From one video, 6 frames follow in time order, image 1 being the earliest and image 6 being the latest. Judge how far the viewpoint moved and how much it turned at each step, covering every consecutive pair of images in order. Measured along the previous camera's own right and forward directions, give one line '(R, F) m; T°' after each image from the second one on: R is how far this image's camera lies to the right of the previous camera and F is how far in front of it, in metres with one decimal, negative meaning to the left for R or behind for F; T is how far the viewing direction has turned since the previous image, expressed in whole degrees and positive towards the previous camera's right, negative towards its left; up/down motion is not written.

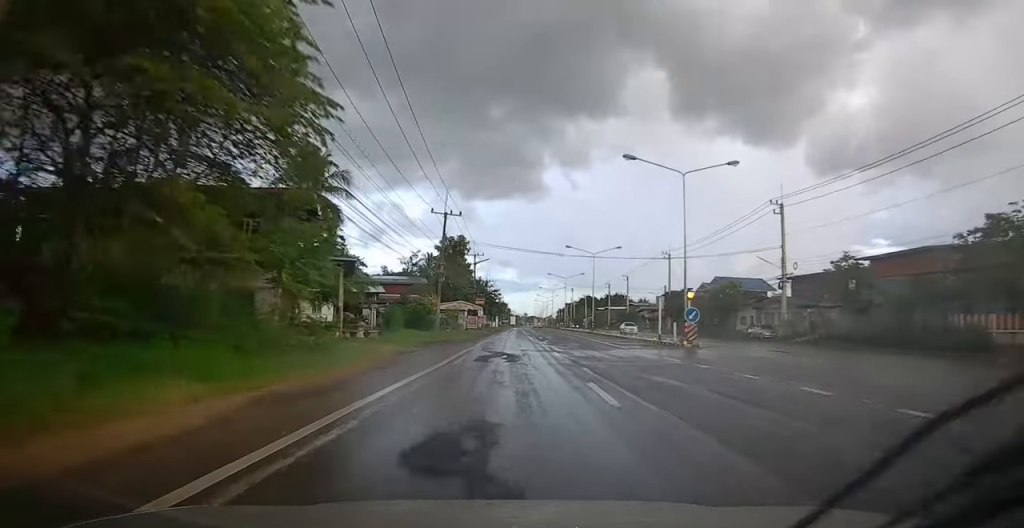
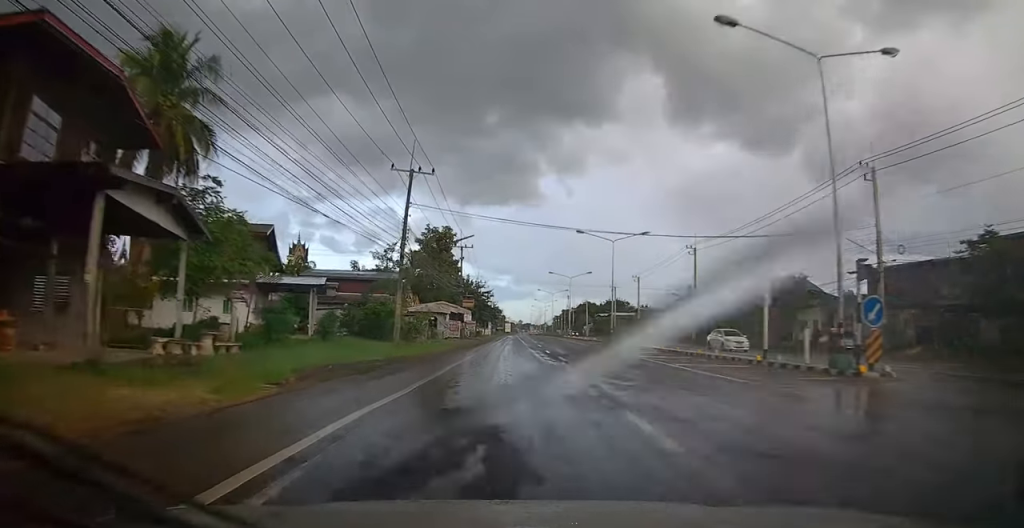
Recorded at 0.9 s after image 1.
(-0.1, +14.8) m; +2°
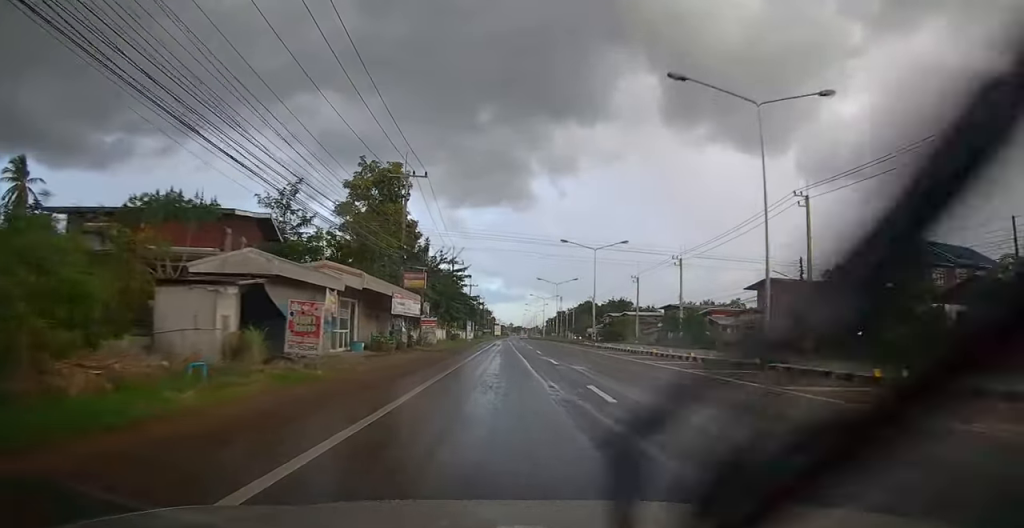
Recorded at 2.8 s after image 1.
(+0.5, +31.8) m; 0°
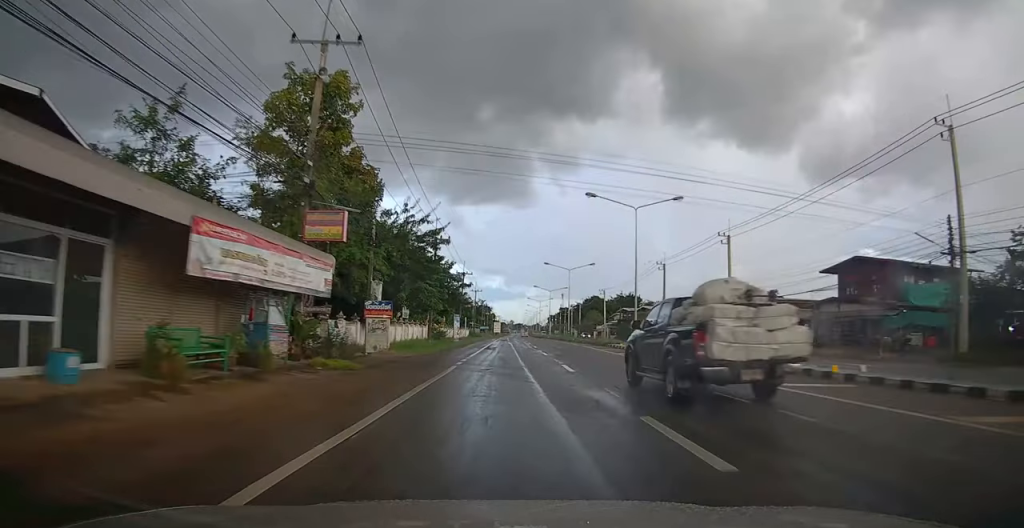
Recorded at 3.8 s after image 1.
(+0.1, +16.8) m; +2°
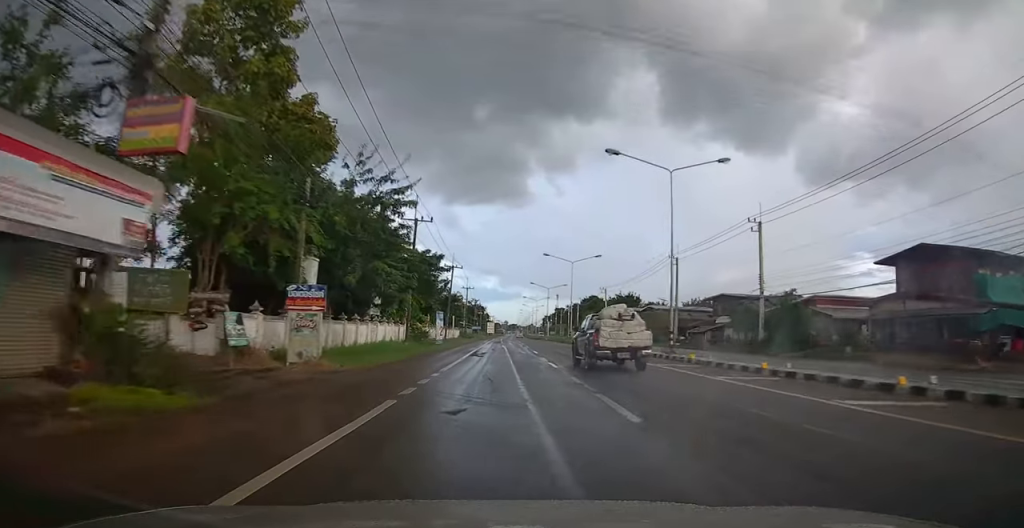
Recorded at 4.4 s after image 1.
(+0.2, +9.0) m; 0°
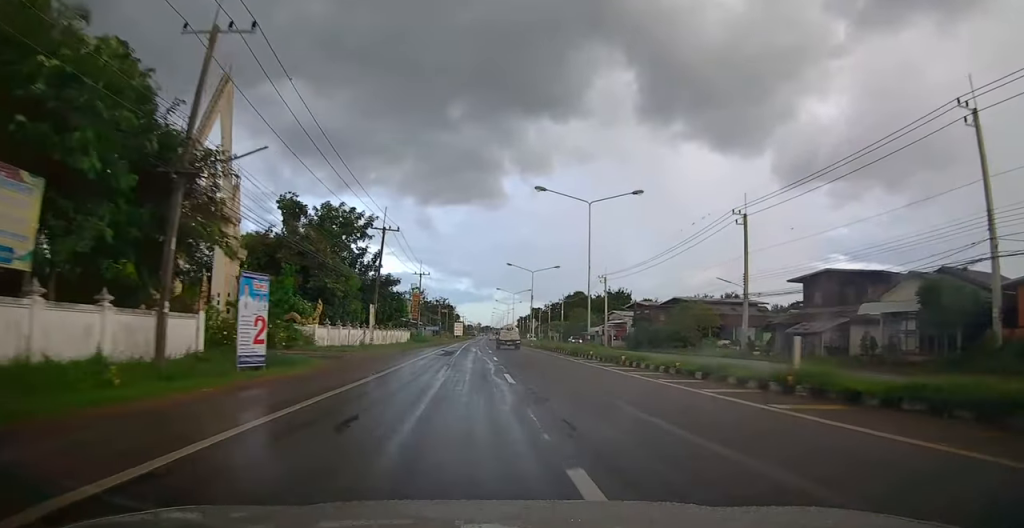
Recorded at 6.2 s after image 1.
(-0.2, +29.7) m; +1°
